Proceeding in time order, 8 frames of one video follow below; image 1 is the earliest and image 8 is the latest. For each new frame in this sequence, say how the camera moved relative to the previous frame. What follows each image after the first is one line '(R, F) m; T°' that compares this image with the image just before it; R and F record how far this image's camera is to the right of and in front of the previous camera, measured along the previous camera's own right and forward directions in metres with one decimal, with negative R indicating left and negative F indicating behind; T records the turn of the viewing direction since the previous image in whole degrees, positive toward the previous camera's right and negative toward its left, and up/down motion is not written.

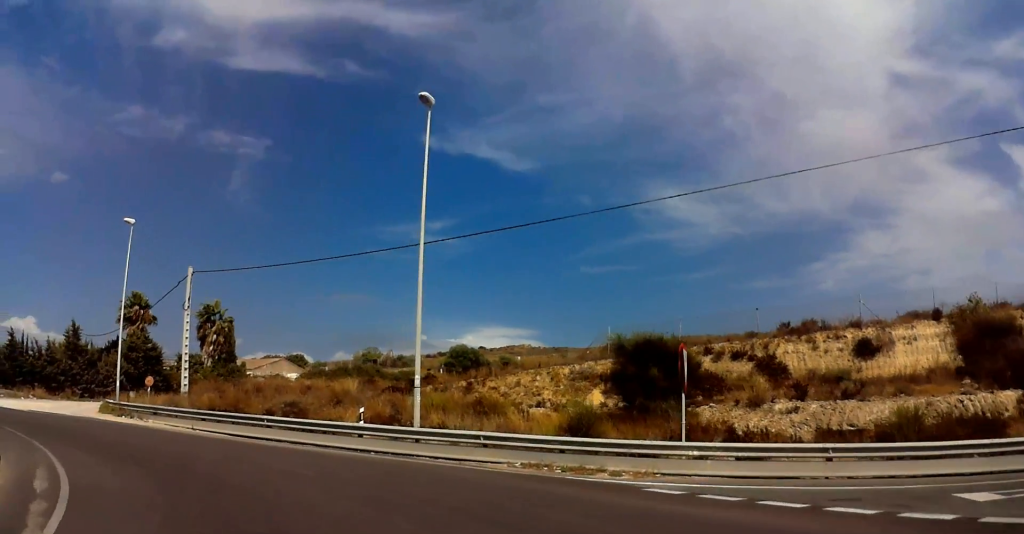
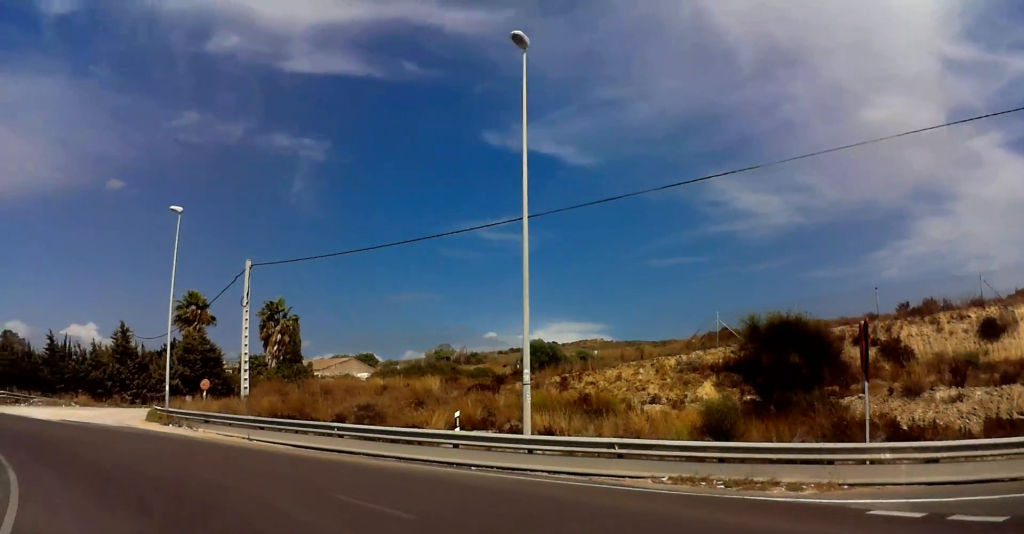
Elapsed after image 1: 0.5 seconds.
(0.0, +2.8) m; 0°
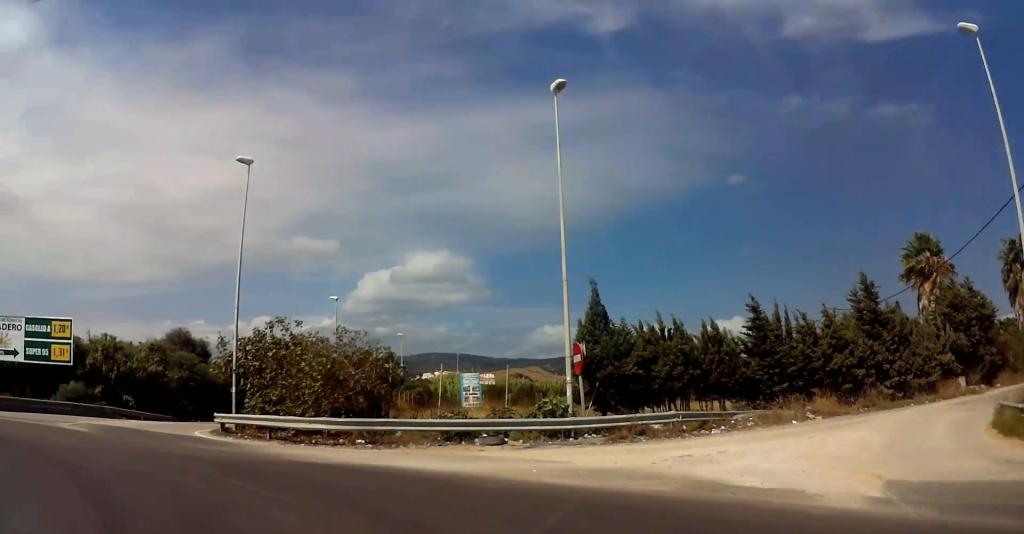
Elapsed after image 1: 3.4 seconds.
(0.0, +16.4) m; 0°
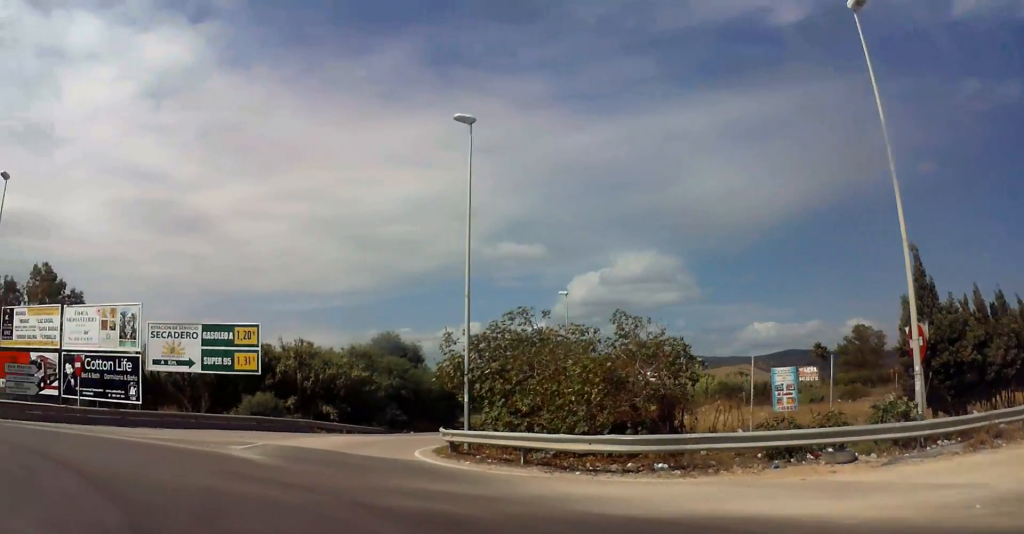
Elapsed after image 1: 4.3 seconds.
(0.0, +5.2) m; -1°
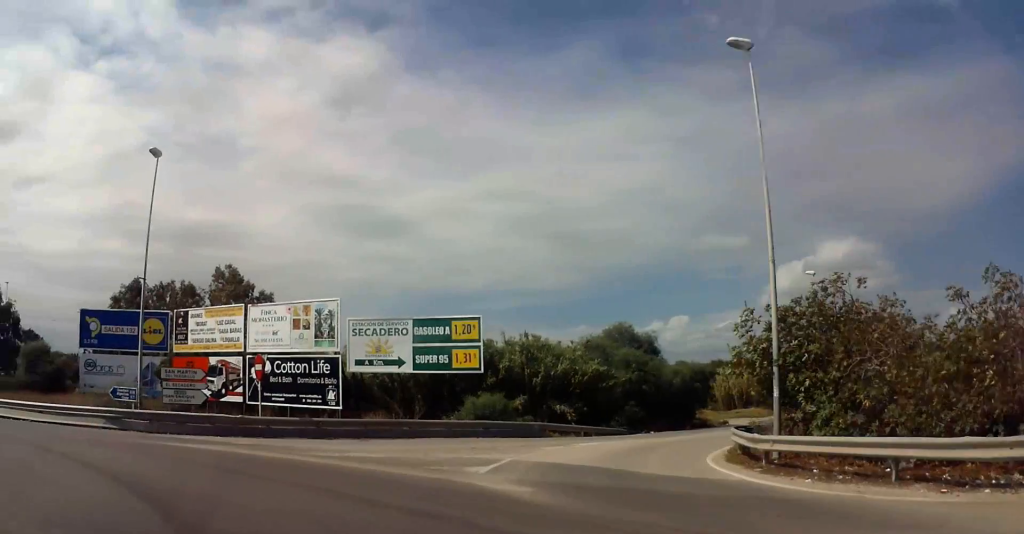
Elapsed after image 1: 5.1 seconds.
(+0.1, +4.8) m; -6°
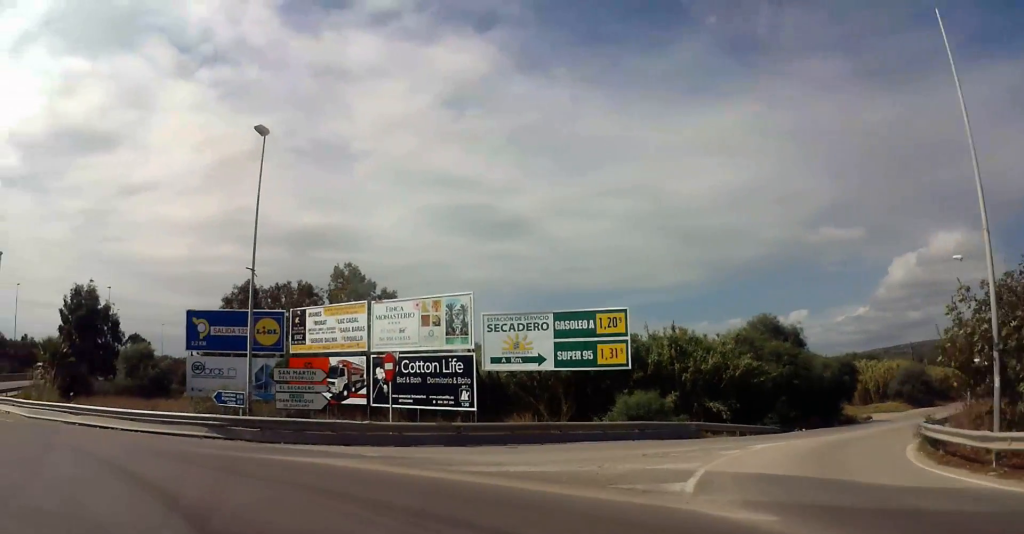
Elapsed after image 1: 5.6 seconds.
(-0.3, +2.4) m; -32°
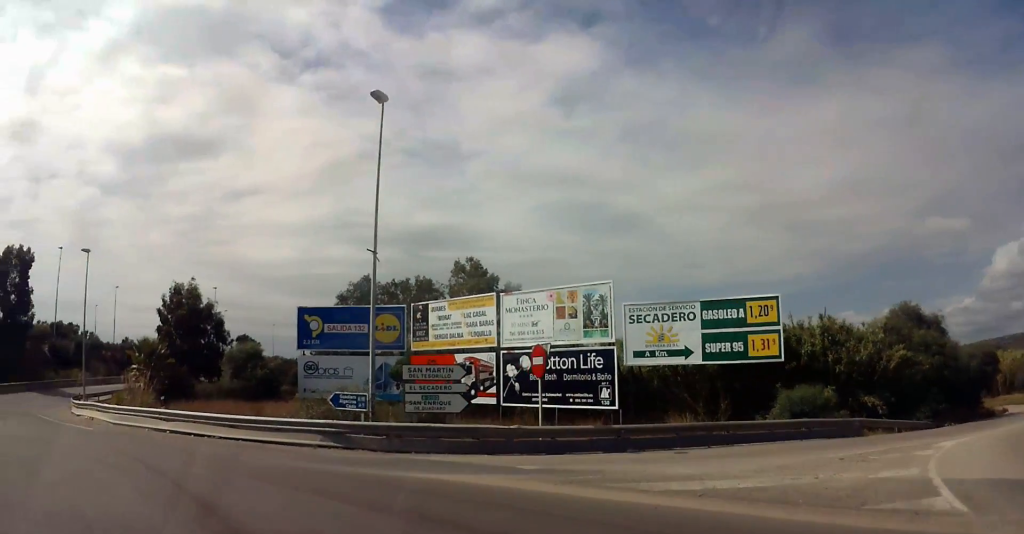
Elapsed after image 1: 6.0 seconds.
(+0.7, +1.8) m; -31°
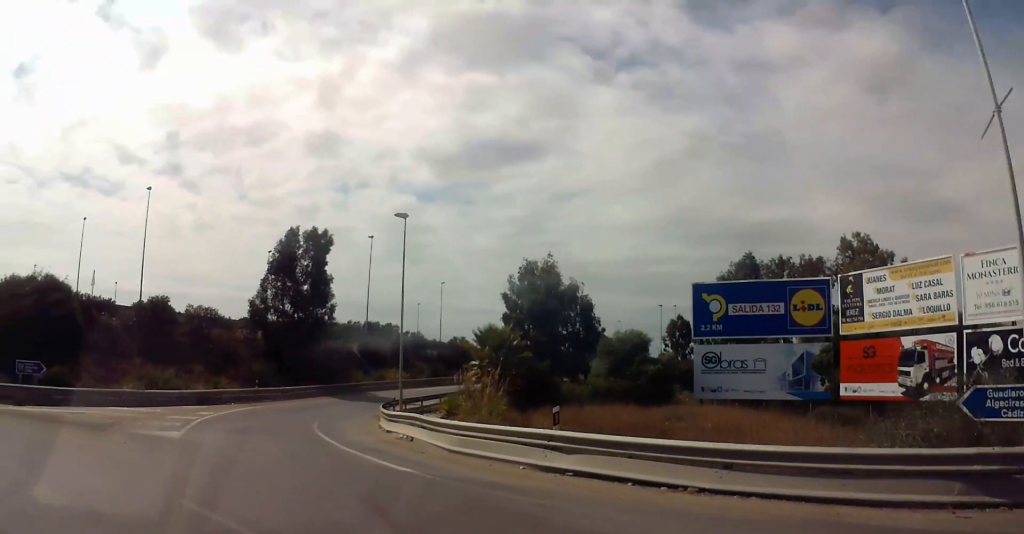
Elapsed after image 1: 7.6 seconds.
(-6.7, +8.2) m; -39°
